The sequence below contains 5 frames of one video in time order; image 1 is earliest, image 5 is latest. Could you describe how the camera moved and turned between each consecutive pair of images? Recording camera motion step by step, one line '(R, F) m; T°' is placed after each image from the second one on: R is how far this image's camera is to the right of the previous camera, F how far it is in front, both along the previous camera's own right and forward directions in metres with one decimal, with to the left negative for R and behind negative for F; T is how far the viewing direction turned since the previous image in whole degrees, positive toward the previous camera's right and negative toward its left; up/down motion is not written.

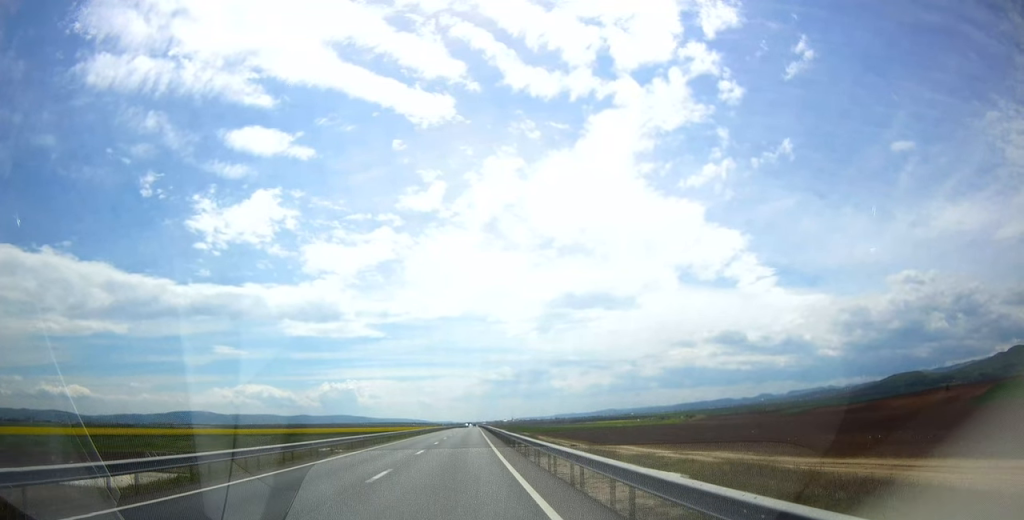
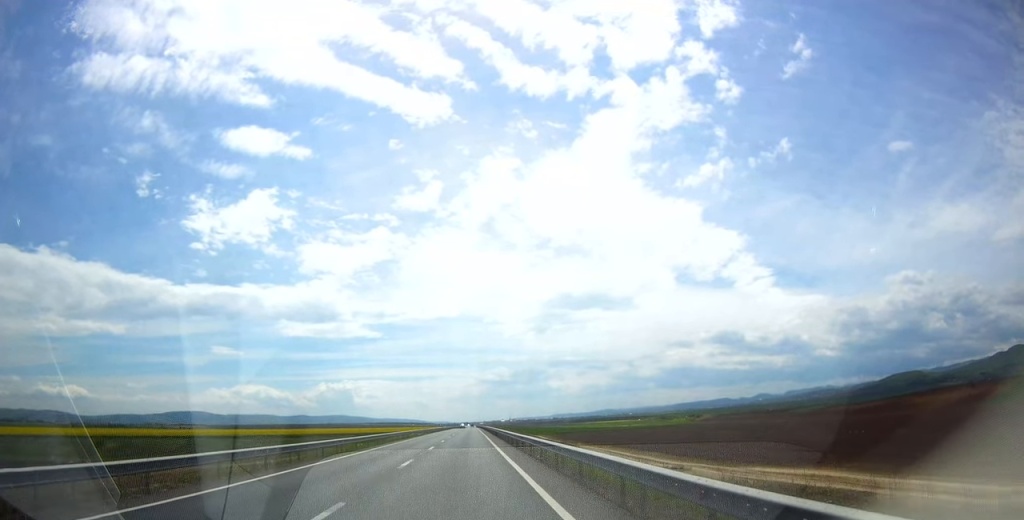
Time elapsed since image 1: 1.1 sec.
(+0.1, +31.7) m; 0°
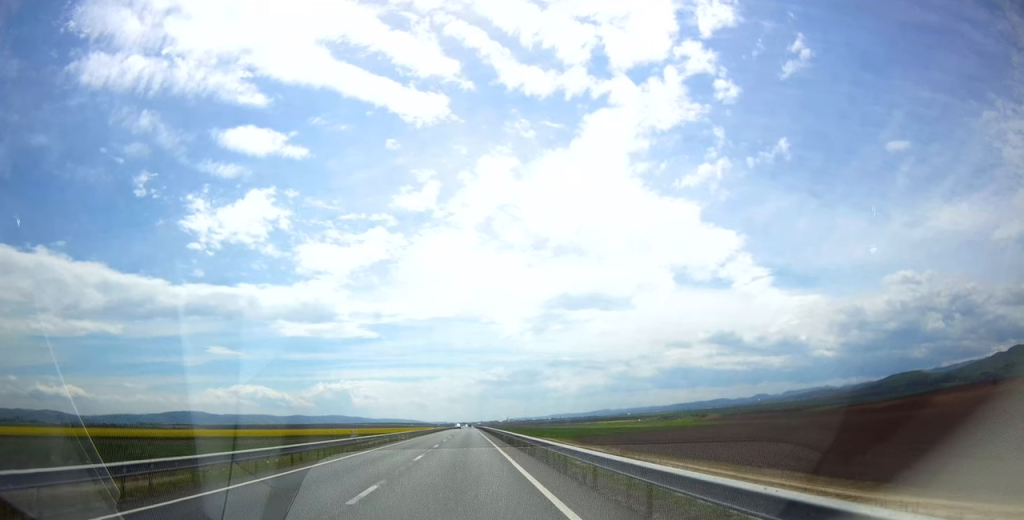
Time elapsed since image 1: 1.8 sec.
(0.0, +20.3) m; 0°
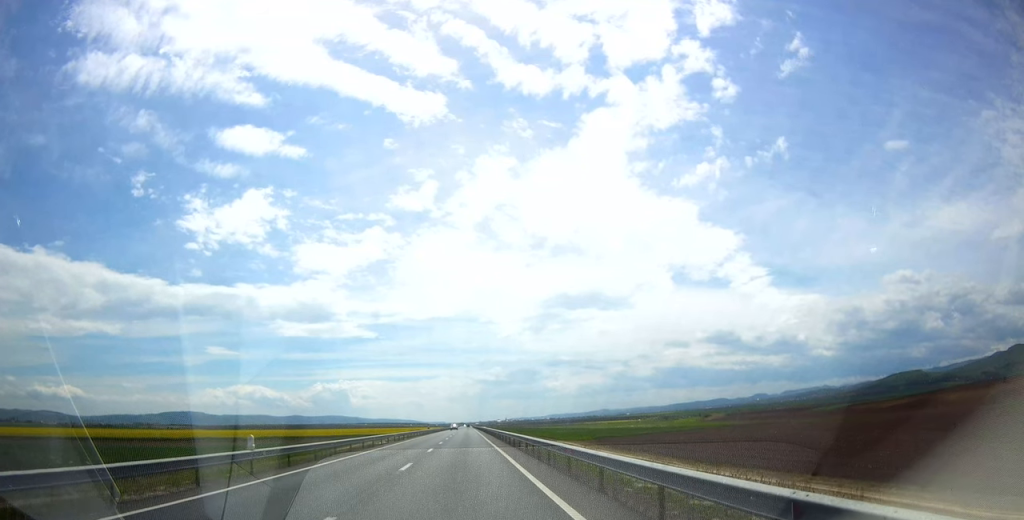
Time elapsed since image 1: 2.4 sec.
(0.0, +16.9) m; 0°
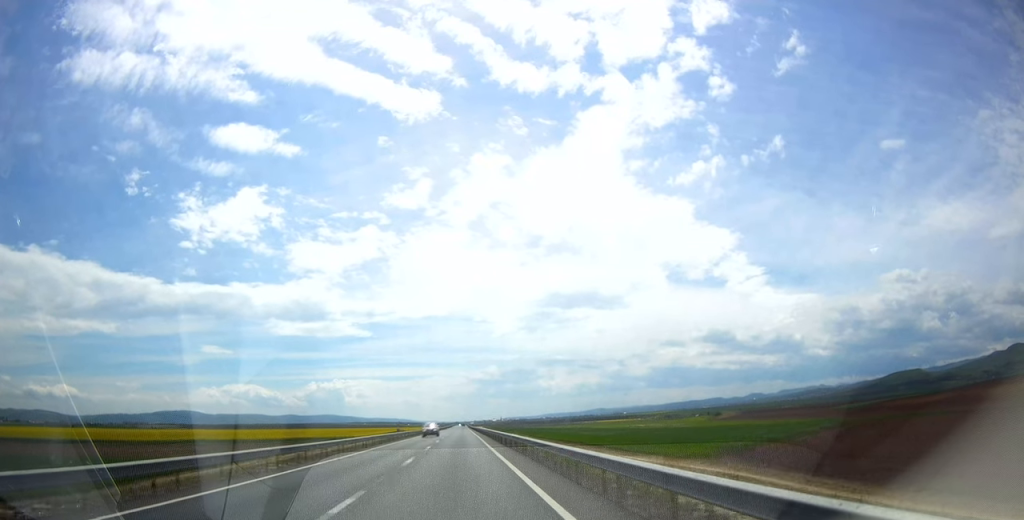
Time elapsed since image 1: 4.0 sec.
(+0.3, +45.1) m; +1°
